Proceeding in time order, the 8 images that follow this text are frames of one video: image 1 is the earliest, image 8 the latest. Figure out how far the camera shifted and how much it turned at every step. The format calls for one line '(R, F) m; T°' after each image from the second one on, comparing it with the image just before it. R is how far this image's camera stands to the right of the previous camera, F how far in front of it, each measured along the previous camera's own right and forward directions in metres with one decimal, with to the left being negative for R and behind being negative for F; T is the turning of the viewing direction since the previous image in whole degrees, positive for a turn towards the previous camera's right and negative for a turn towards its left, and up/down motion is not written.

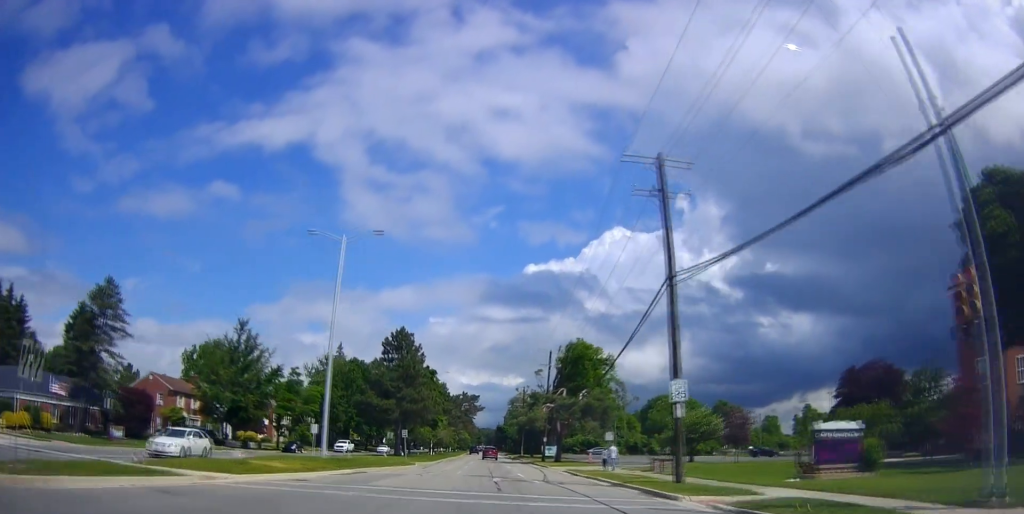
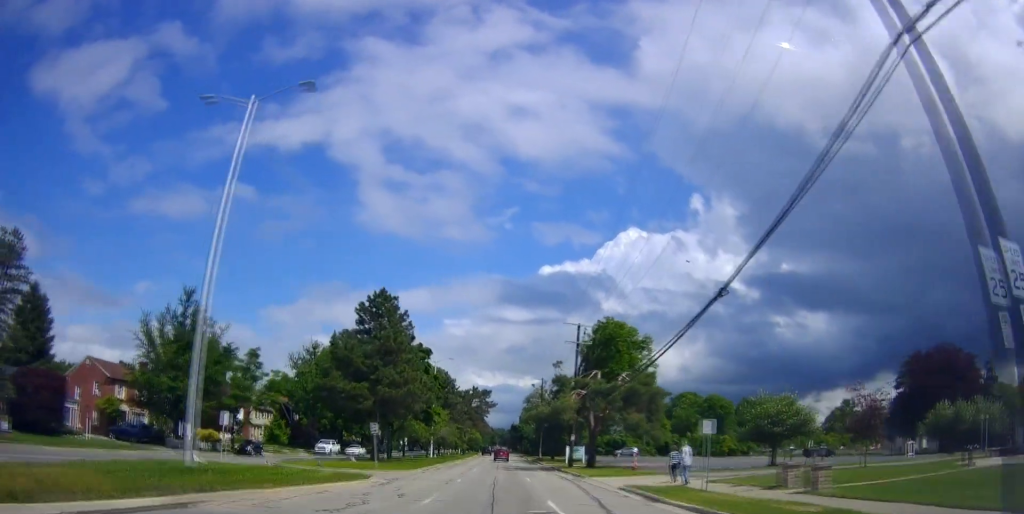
(+0.2, +15.0) m; +1°
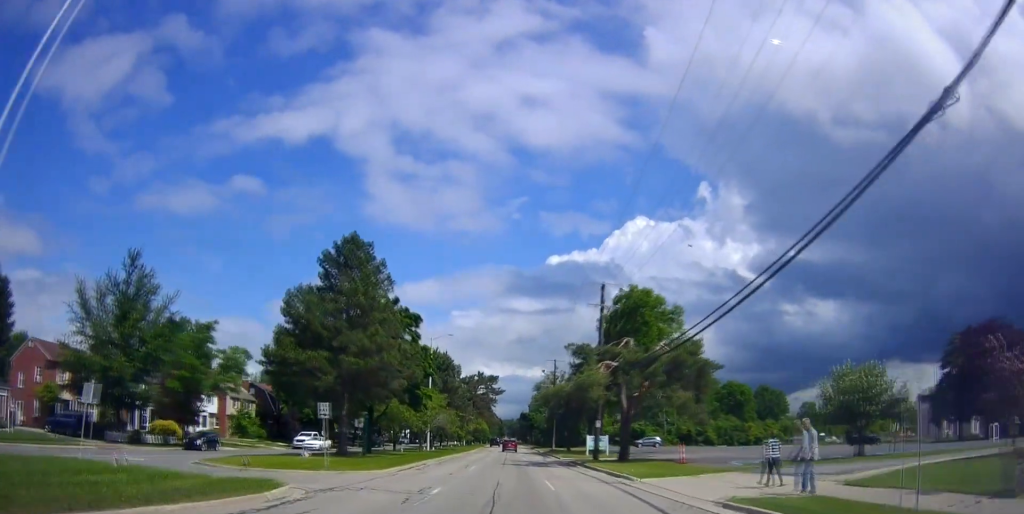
(0.0, +10.2) m; 0°
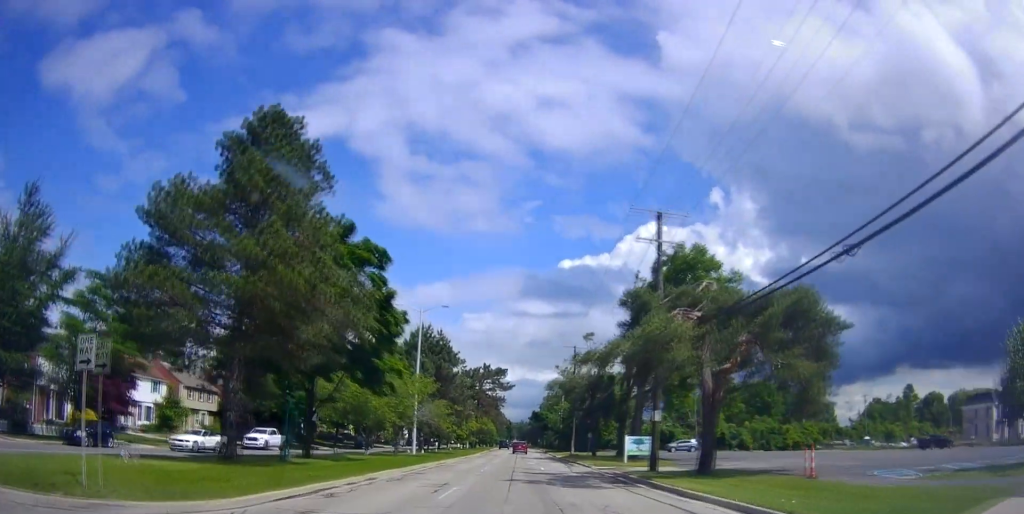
(-0.1, +14.3) m; -1°
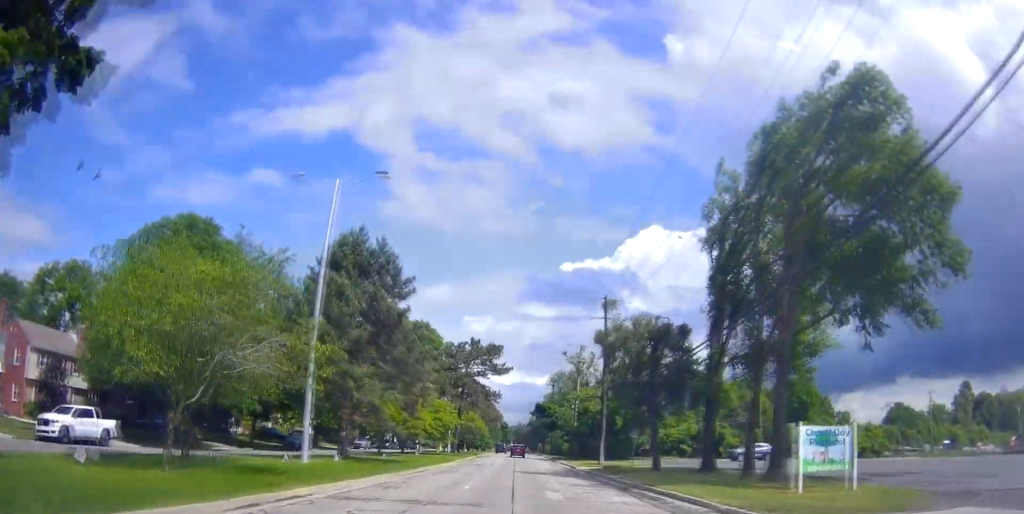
(+0.3, +25.3) m; +2°
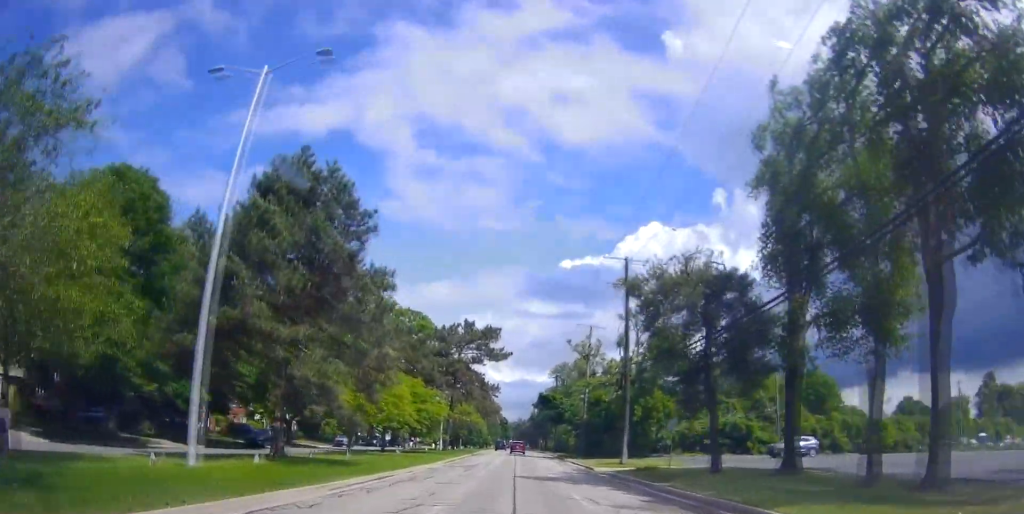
(+0.1, +9.3) m; -2°
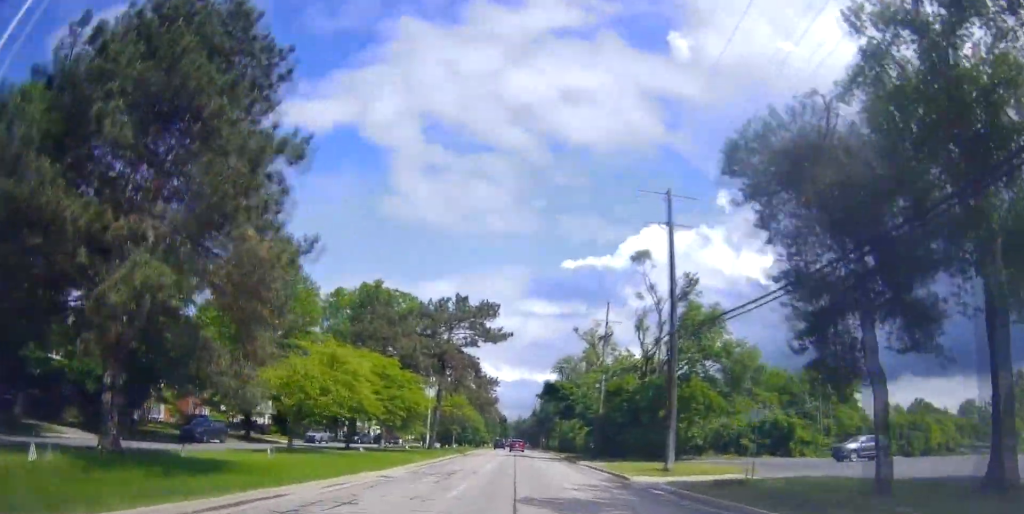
(-0.2, +10.9) m; -1°
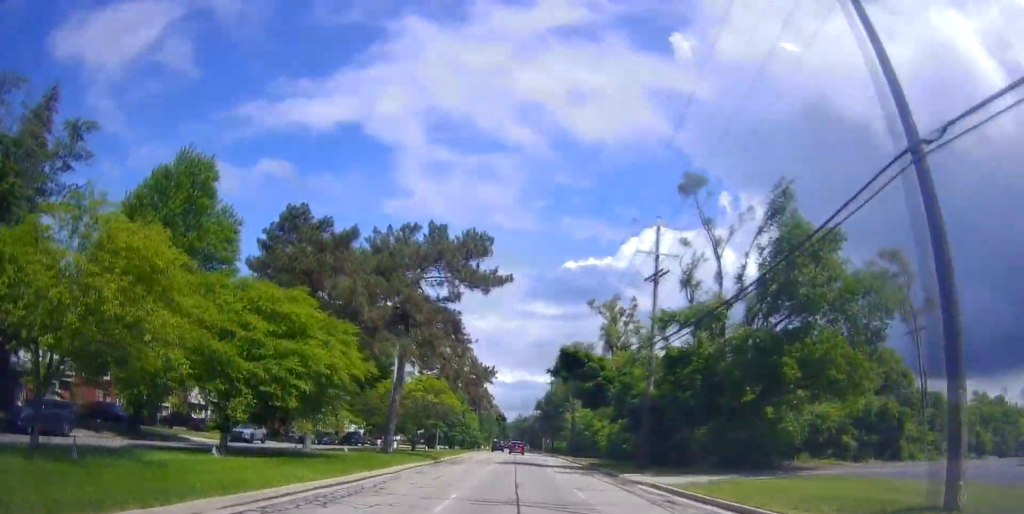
(0.0, +18.3) m; +2°
